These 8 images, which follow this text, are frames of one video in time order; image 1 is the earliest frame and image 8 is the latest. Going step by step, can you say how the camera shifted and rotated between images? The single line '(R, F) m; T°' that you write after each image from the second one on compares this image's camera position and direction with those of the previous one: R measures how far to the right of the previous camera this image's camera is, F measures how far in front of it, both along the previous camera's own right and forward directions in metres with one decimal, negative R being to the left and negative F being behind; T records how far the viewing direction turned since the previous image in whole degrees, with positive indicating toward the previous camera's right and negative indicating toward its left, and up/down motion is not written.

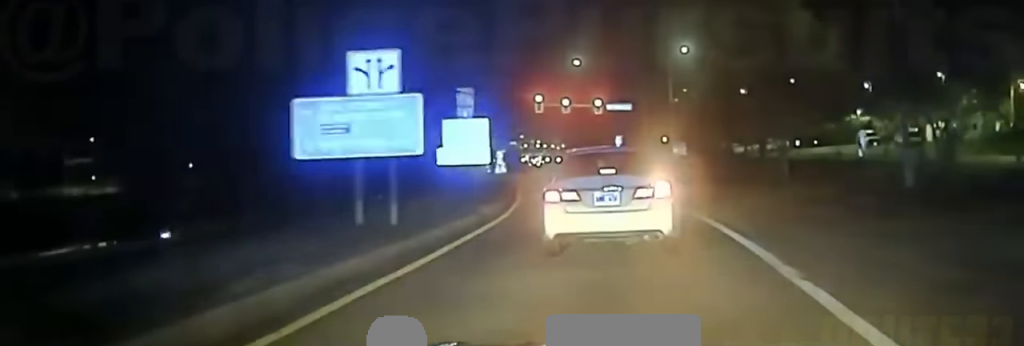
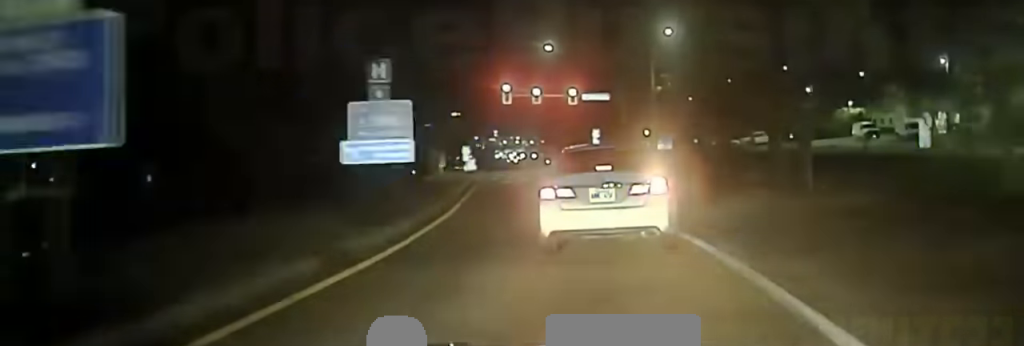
(+0.1, +9.9) m; +2°
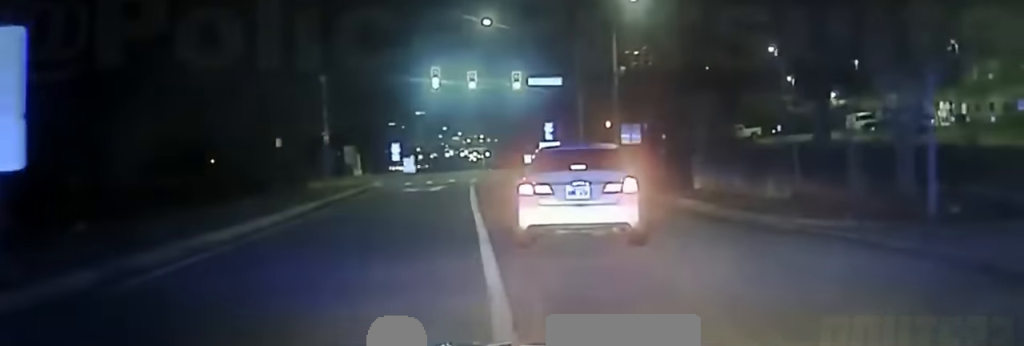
(+0.8, +16.2) m; +4°
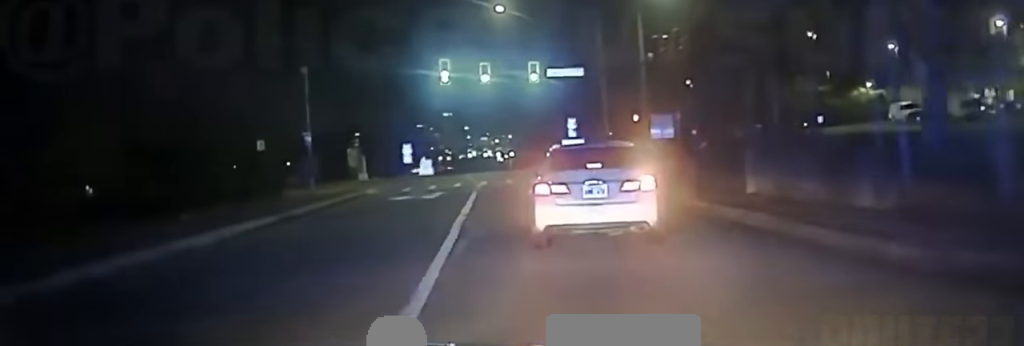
(0.0, +6.1) m; -1°
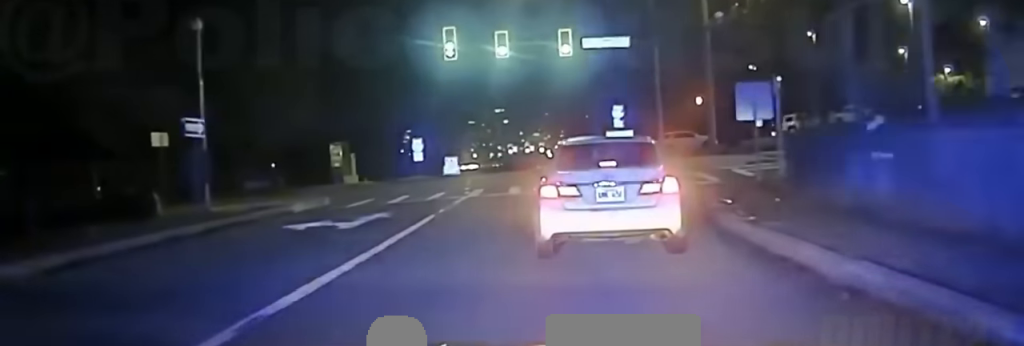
(-0.8, +14.1) m; -6°
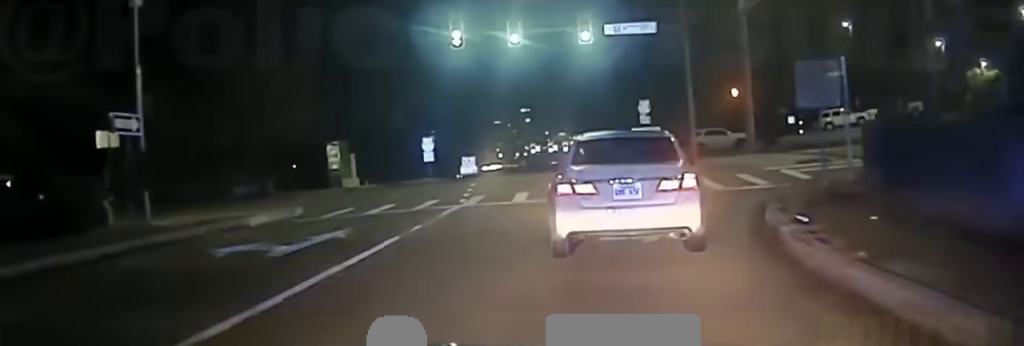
(0.0, +5.5) m; -1°
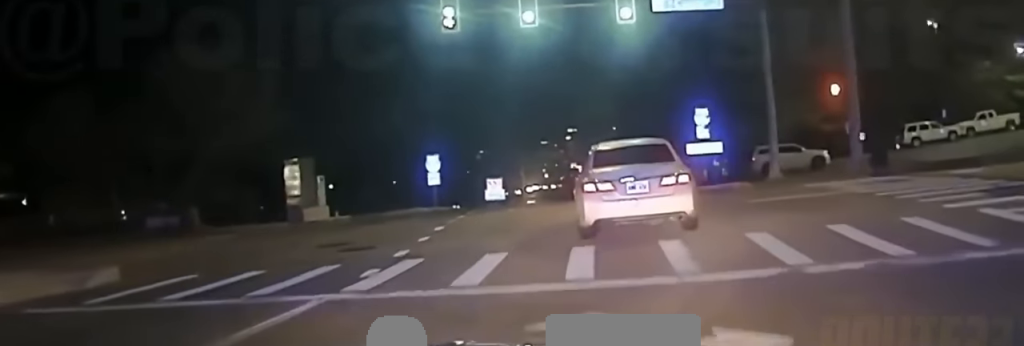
(-0.4, +12.9) m; -6°
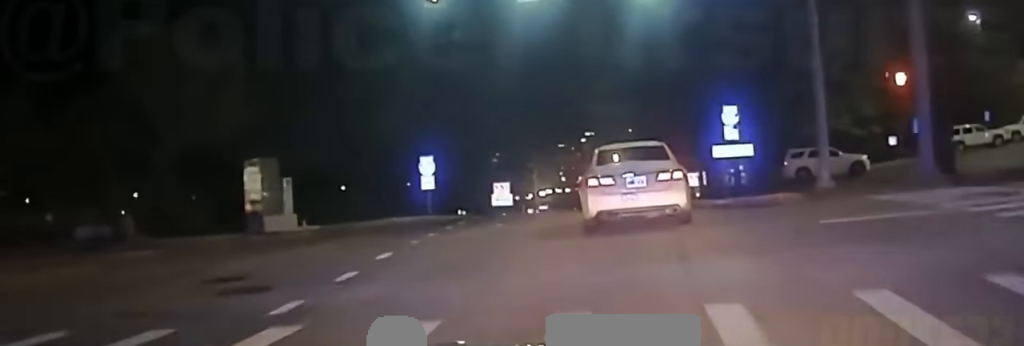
(+0.2, +4.7) m; -6°
